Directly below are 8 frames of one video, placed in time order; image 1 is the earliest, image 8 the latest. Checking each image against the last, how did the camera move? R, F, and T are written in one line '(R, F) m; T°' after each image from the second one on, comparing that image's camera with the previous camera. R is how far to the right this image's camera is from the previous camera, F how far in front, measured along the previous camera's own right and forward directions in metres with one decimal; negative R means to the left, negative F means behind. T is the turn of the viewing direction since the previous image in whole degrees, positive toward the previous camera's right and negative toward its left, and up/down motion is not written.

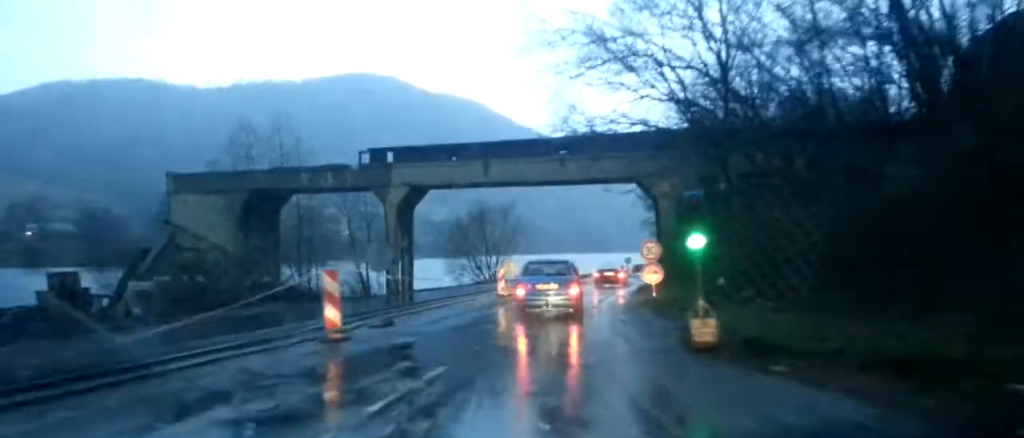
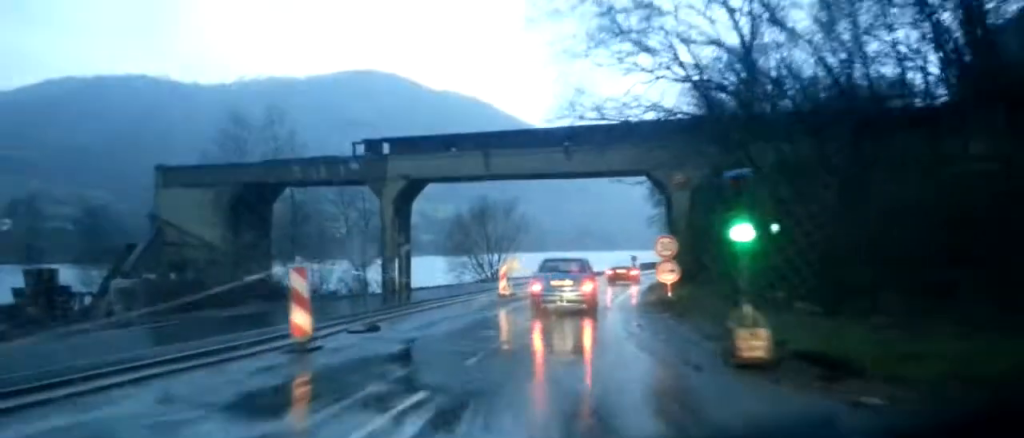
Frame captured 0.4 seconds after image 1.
(-0.2, +2.2) m; 0°
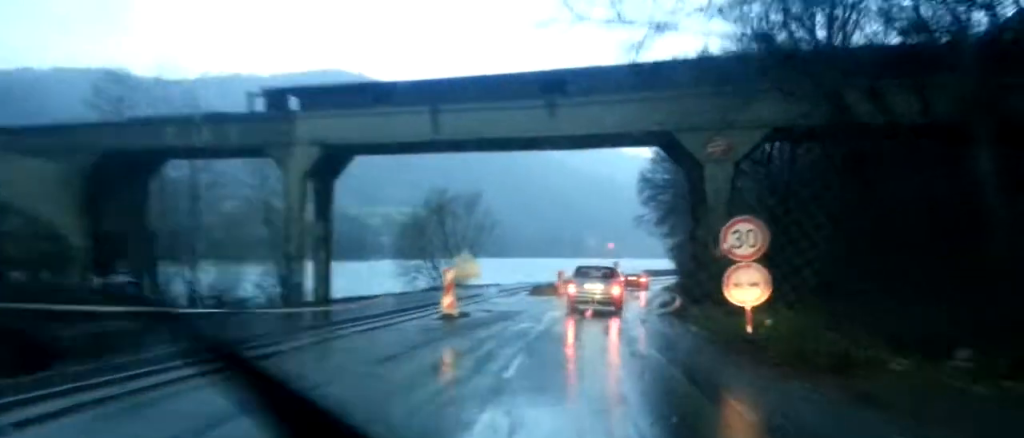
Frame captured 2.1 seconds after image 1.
(+0.1, +10.5) m; -2°
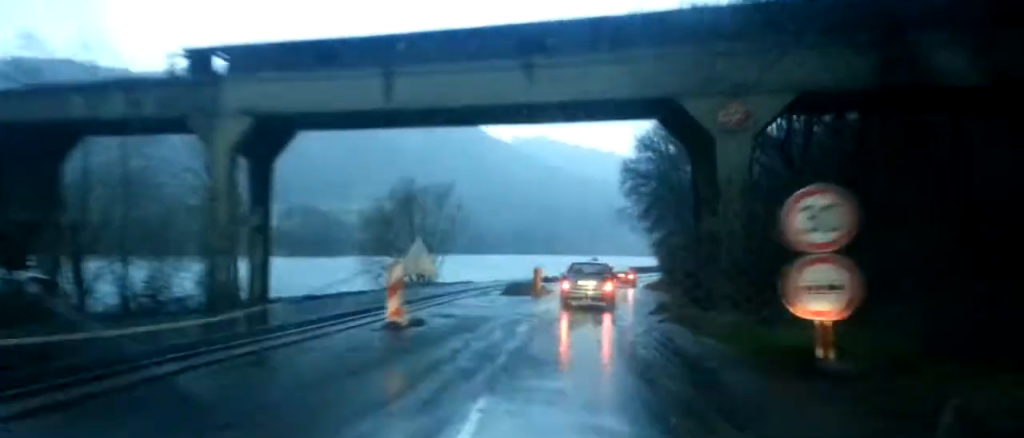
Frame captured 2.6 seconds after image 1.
(-0.2, +3.8) m; -2°
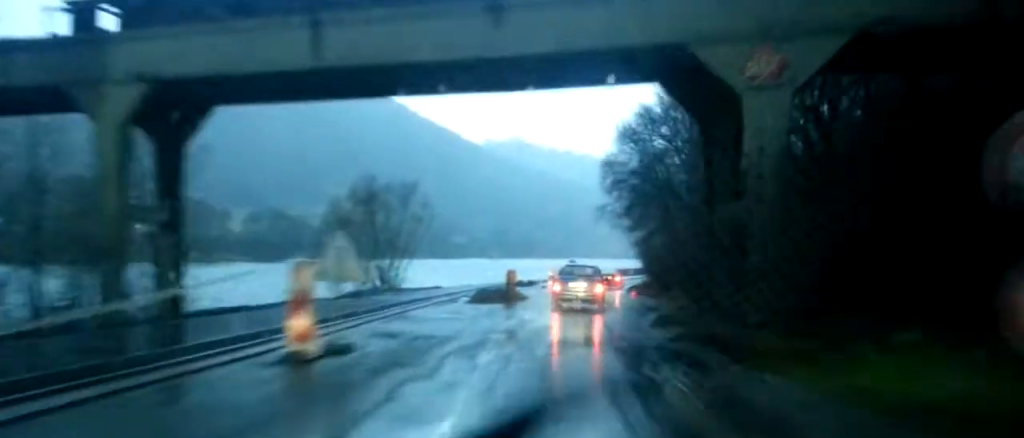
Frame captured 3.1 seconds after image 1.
(0.0, +4.2) m; +1°
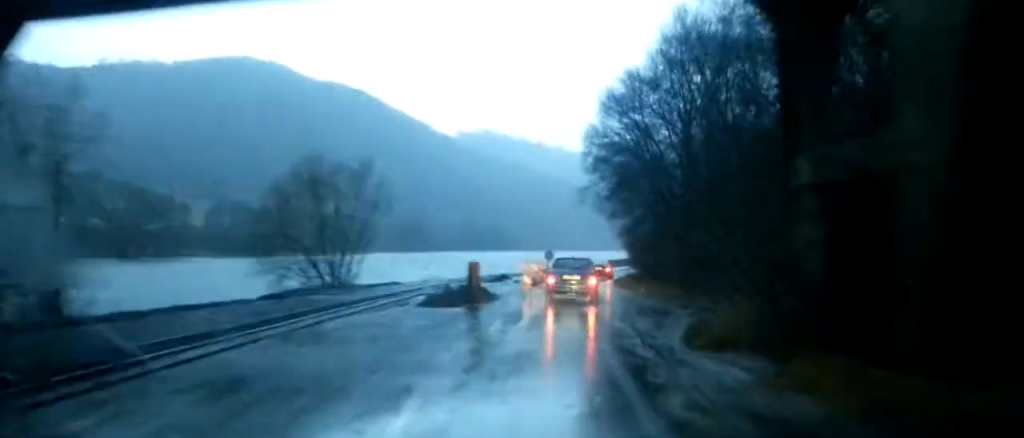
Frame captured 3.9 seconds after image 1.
(0.0, +6.1) m; +4°
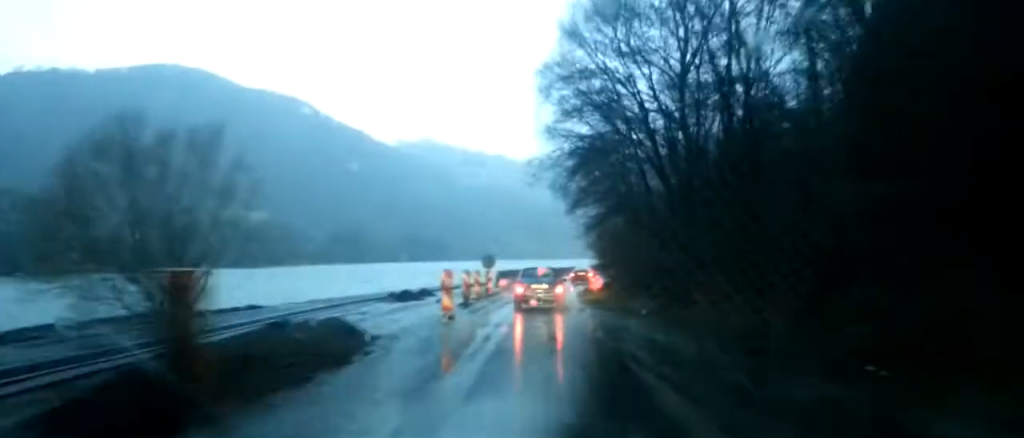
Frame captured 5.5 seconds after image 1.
(+0.6, +14.1) m; +3°
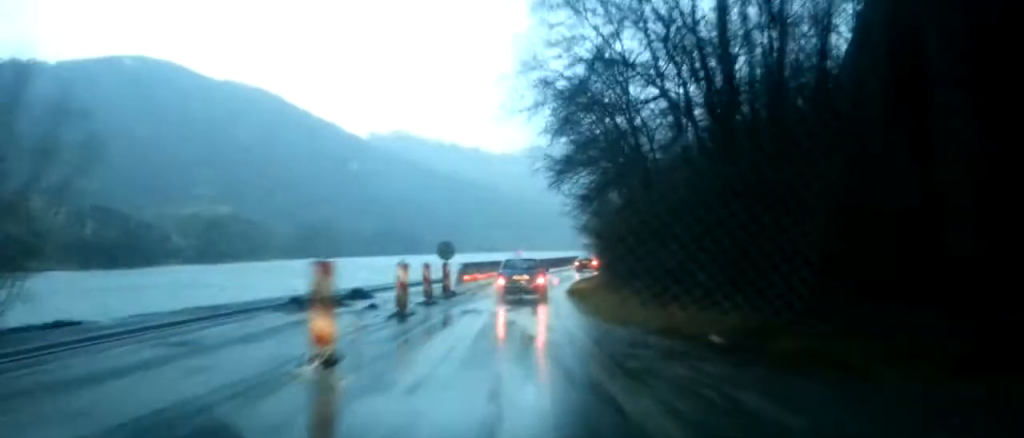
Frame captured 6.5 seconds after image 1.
(+0.1, +10.0) m; 0°
